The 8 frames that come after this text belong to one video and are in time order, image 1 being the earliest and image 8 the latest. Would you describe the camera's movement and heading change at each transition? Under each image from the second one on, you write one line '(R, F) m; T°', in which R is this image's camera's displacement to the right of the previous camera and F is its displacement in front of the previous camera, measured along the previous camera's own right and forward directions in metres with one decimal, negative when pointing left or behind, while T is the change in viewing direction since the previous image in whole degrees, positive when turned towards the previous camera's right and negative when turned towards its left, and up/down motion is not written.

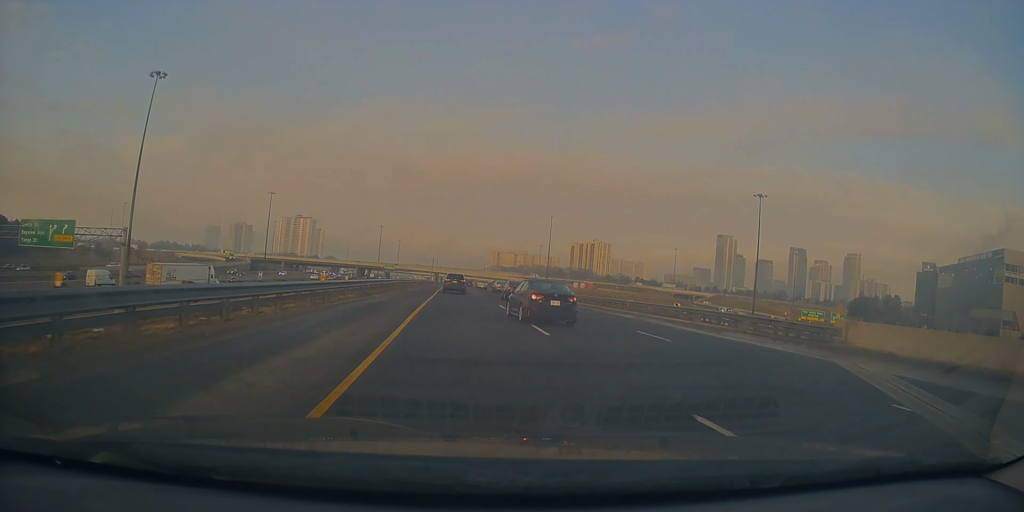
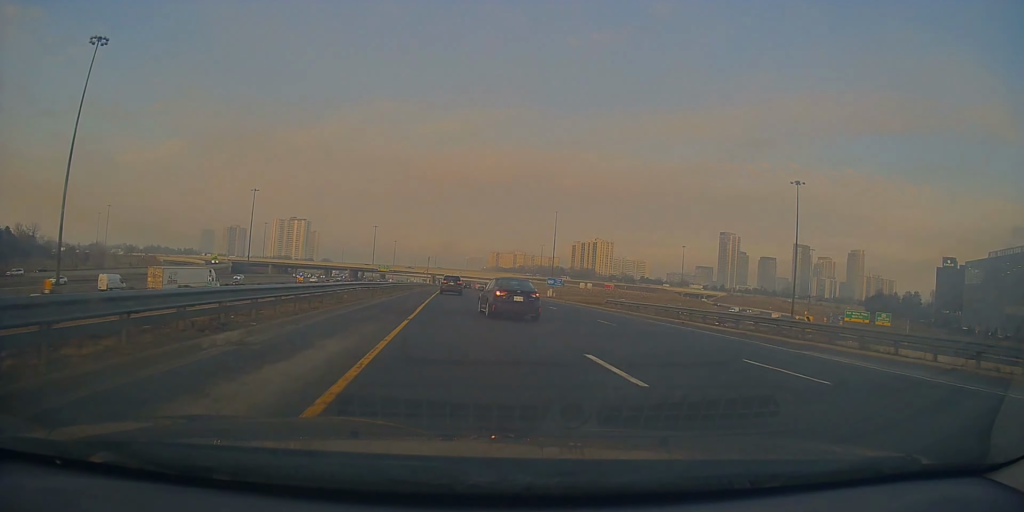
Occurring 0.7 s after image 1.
(+0.1, +19.5) m; -1°
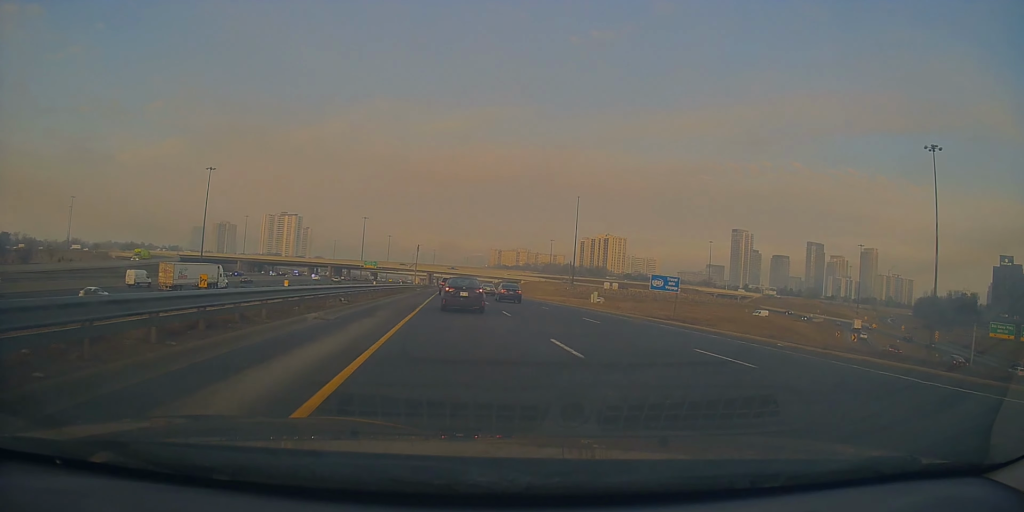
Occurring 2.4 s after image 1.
(-0.1, +47.2) m; 0°
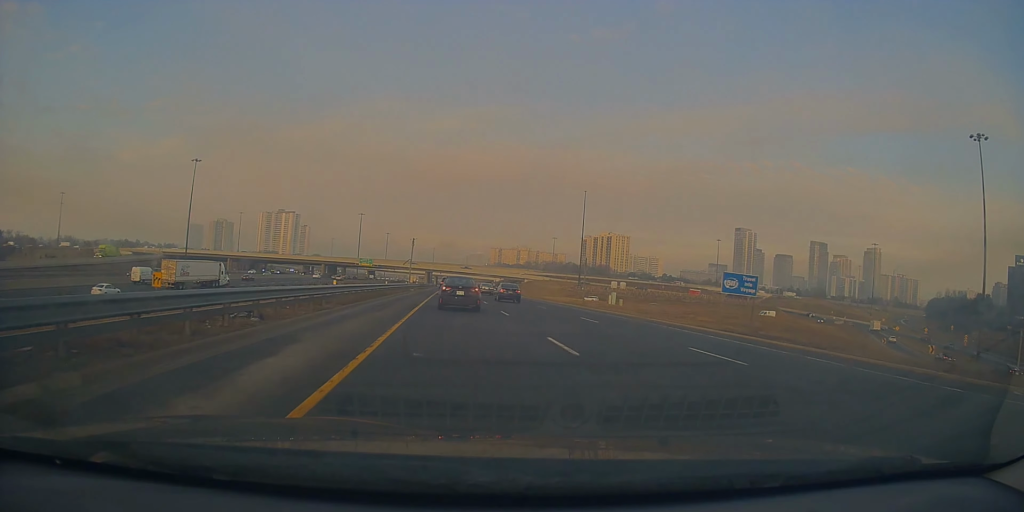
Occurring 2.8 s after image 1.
(+0.1, +11.9) m; 0°
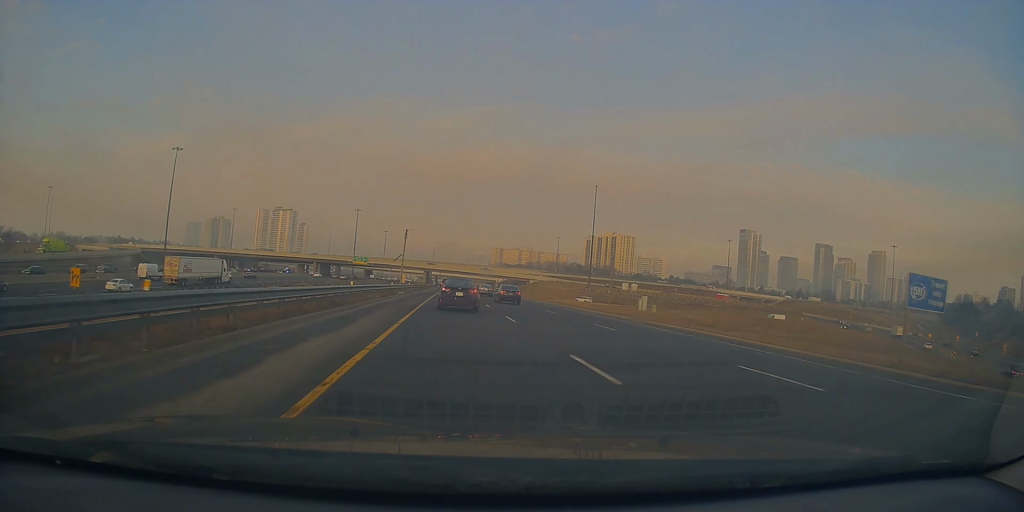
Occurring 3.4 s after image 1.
(-0.3, +14.6) m; 0°
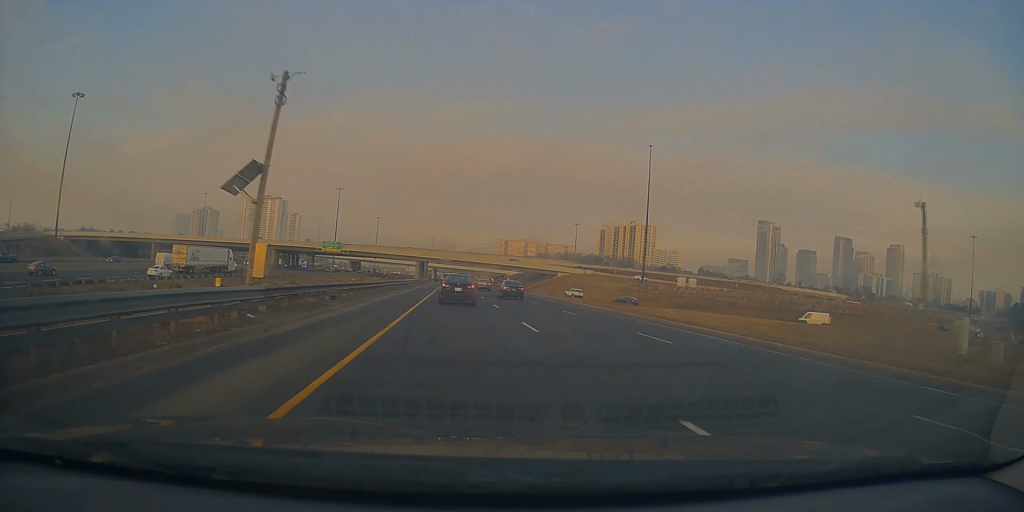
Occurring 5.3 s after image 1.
(+0.6, +53.2) m; +1°
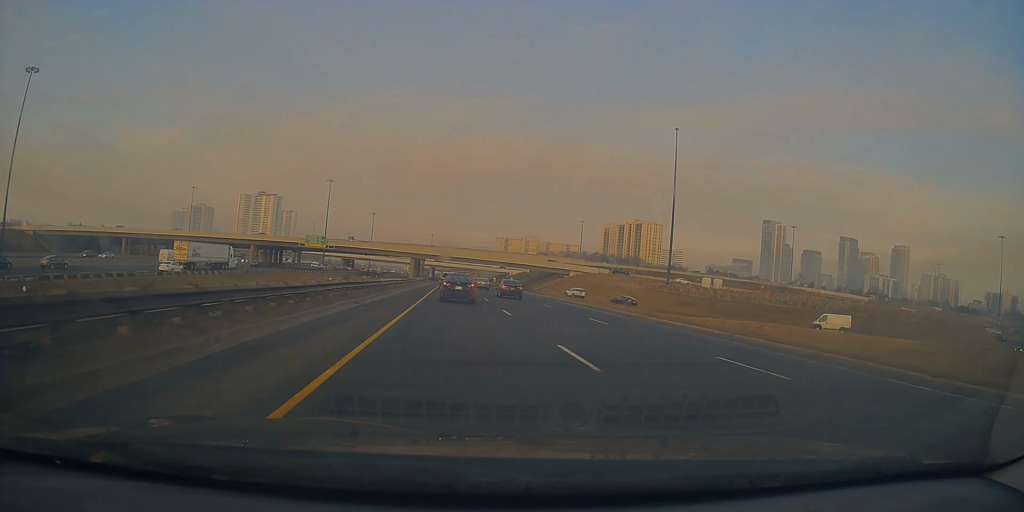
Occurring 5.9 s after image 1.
(0.0, +17.9) m; 0°
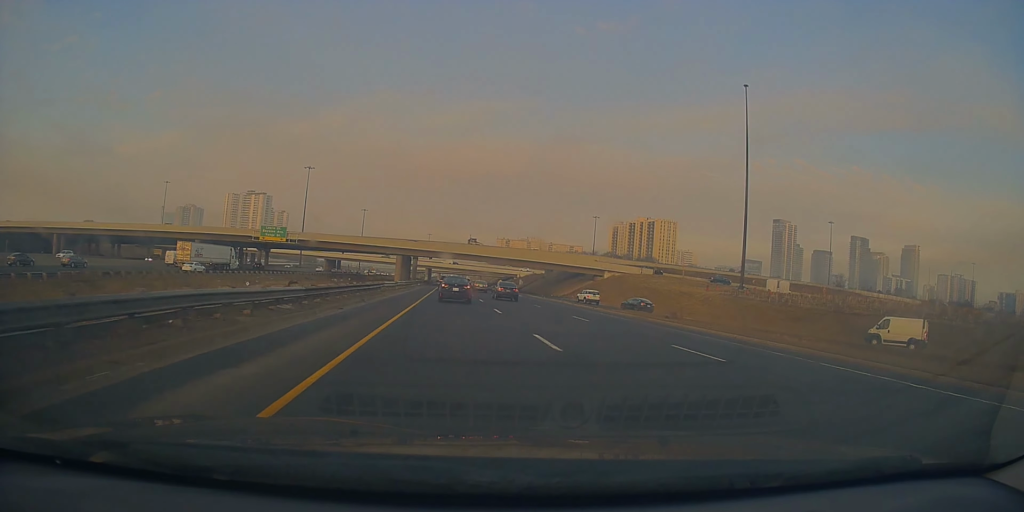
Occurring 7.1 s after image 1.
(-0.3, +34.2) m; -1°
